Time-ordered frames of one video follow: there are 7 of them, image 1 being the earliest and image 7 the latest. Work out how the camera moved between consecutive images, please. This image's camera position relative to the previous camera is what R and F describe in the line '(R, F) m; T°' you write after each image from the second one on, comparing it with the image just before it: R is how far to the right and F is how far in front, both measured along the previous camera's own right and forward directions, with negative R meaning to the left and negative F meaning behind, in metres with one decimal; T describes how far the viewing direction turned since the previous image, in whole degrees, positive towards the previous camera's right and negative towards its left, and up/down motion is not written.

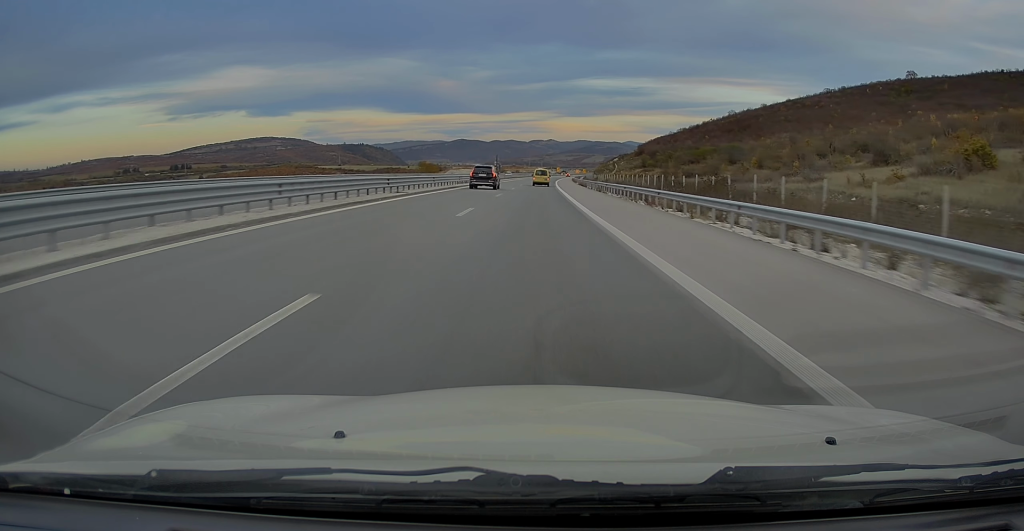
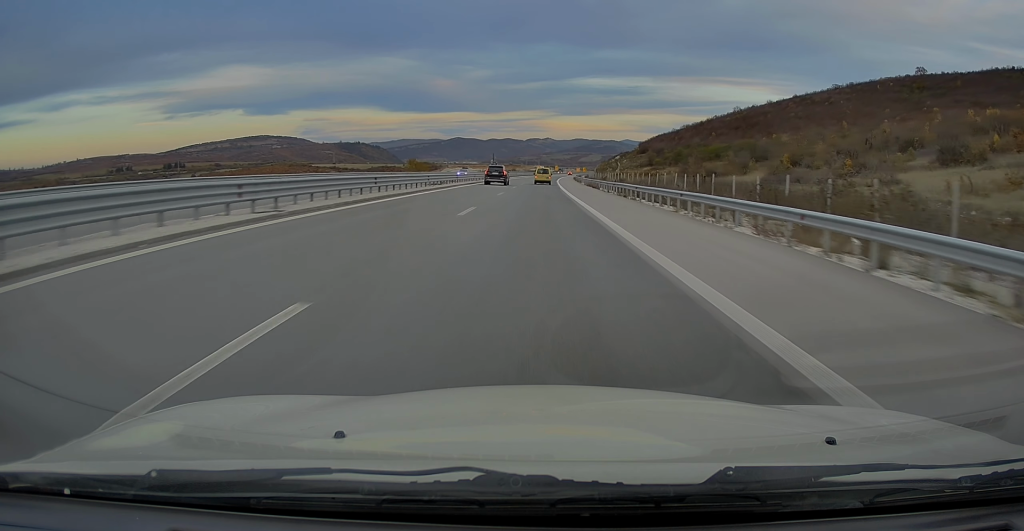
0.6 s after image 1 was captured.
(0.0, +16.3) m; +1°
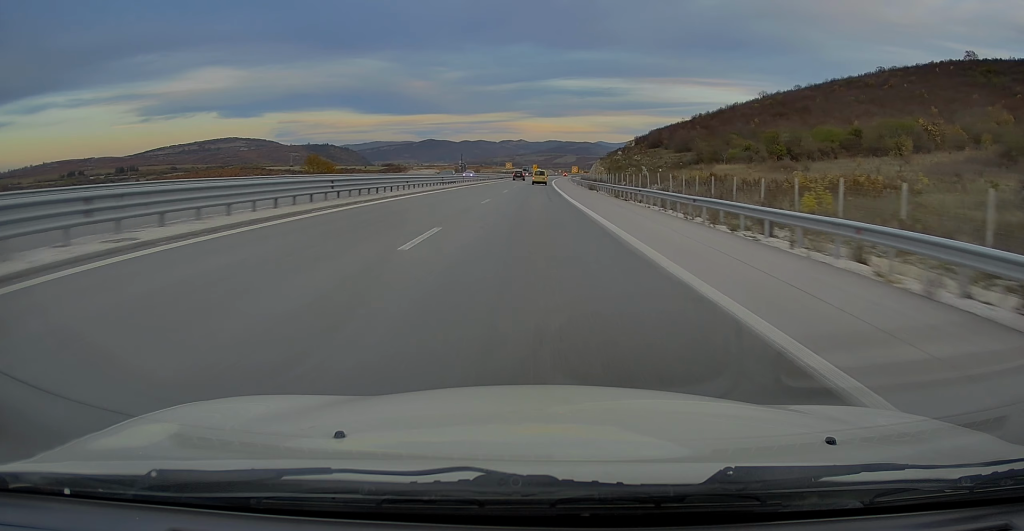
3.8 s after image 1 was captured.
(+1.7, +86.5) m; +2°
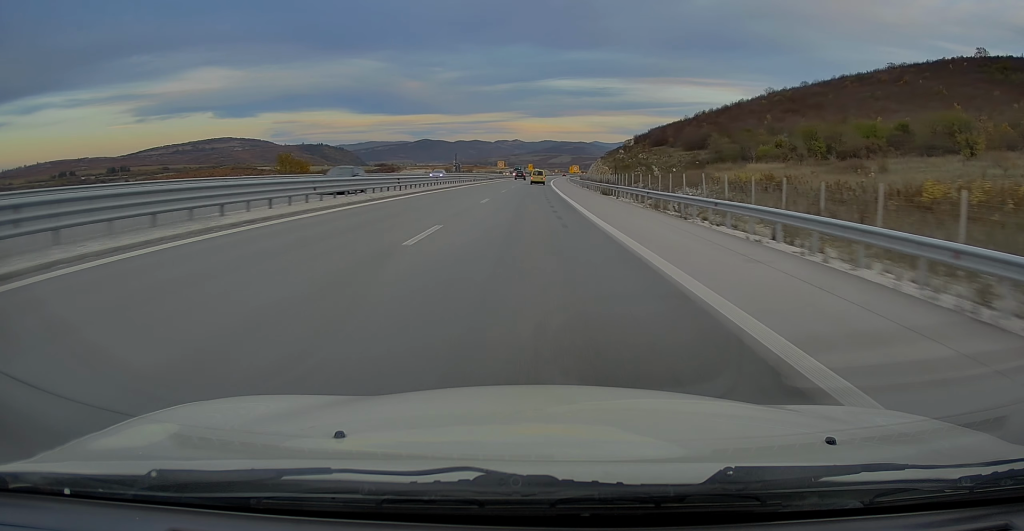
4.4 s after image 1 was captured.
(+0.2, +15.1) m; +1°
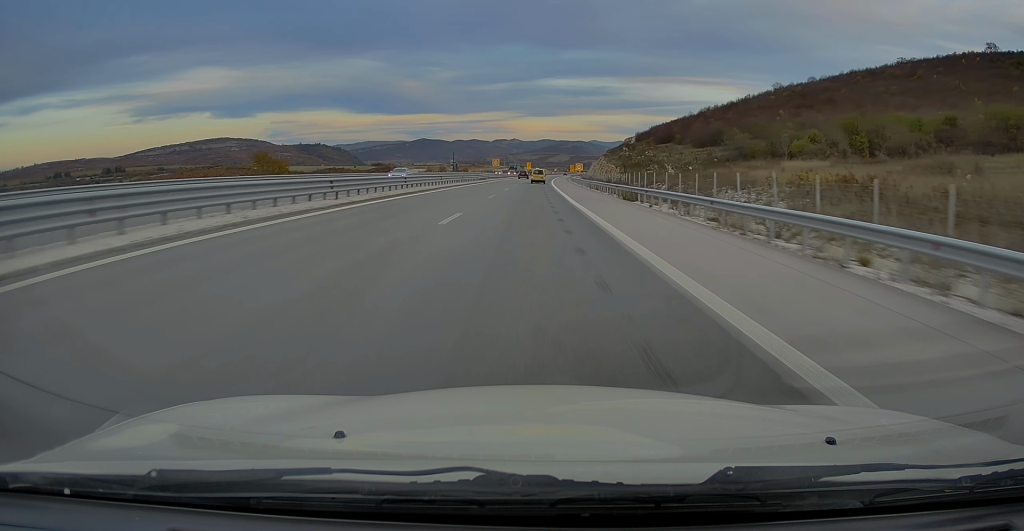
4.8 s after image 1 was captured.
(0.0, +11.6) m; 0°
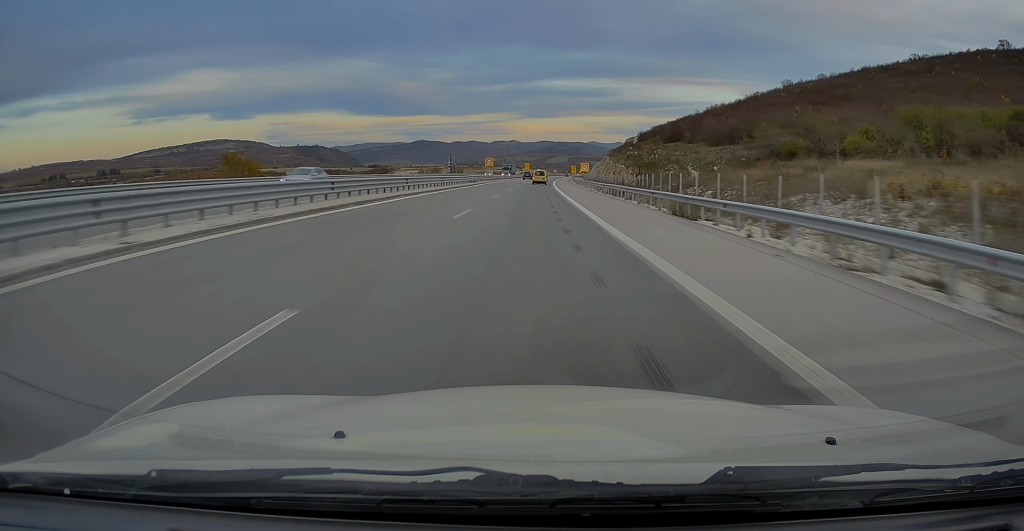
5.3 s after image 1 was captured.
(0.0, +13.3) m; 0°
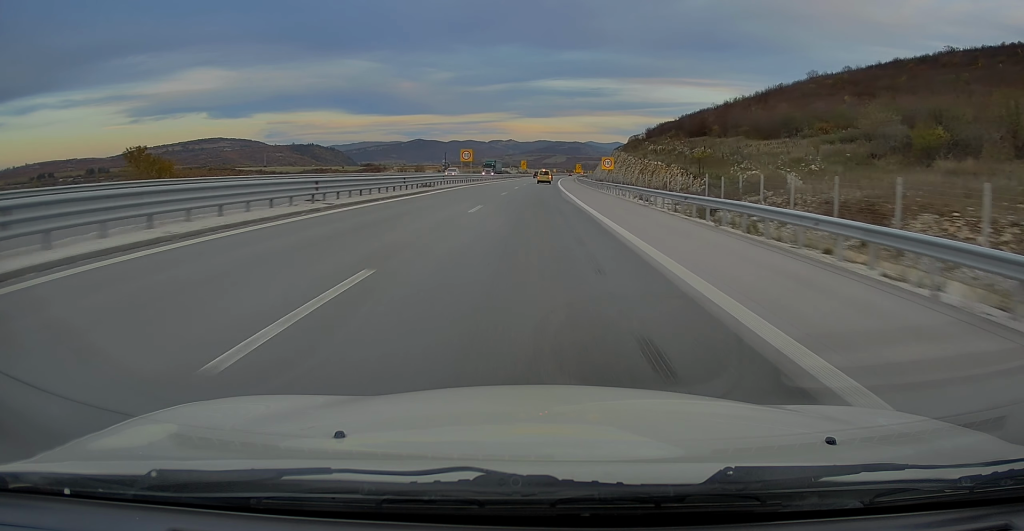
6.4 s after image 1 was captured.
(0.0, +29.2) m; 0°
